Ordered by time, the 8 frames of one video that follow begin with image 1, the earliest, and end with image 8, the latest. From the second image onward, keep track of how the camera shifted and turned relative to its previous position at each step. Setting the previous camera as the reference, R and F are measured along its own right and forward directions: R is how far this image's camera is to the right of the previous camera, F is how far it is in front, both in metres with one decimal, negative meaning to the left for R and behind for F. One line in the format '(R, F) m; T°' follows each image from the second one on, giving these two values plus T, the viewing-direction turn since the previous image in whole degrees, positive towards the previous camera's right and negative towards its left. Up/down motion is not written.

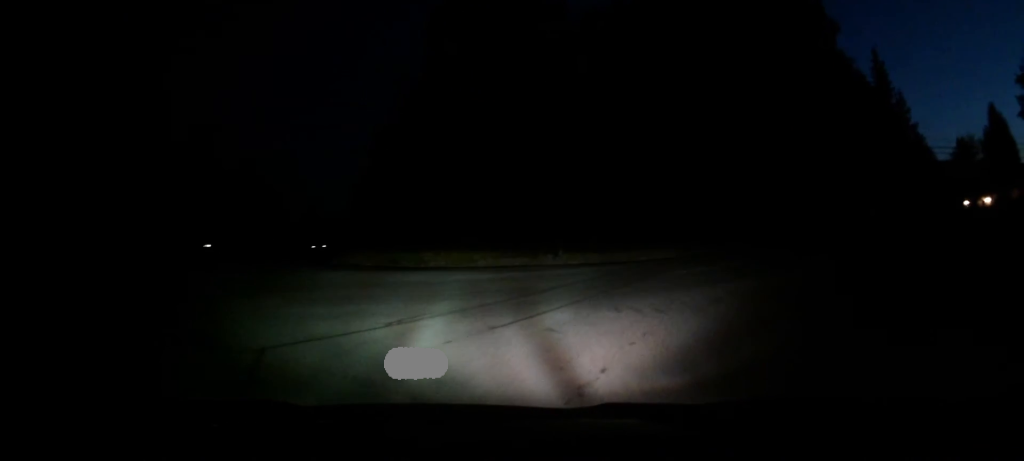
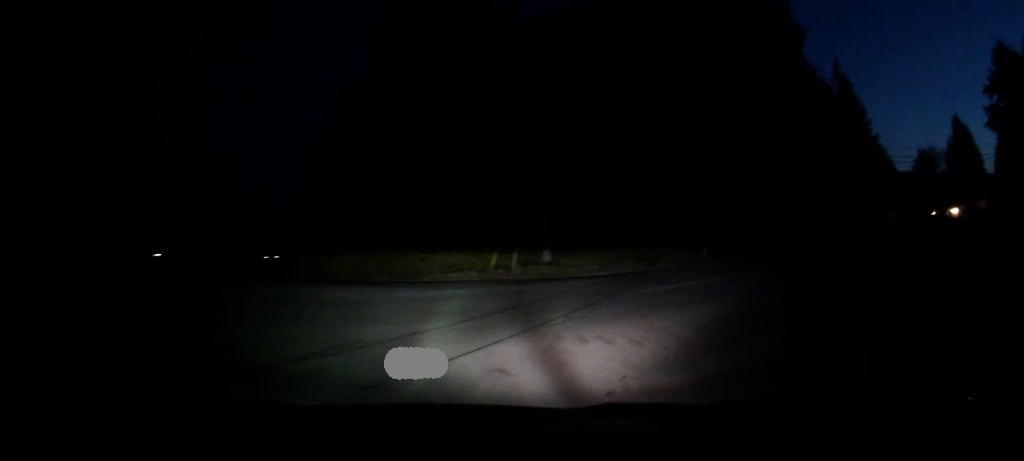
(+0.2, +2.4) m; +4°
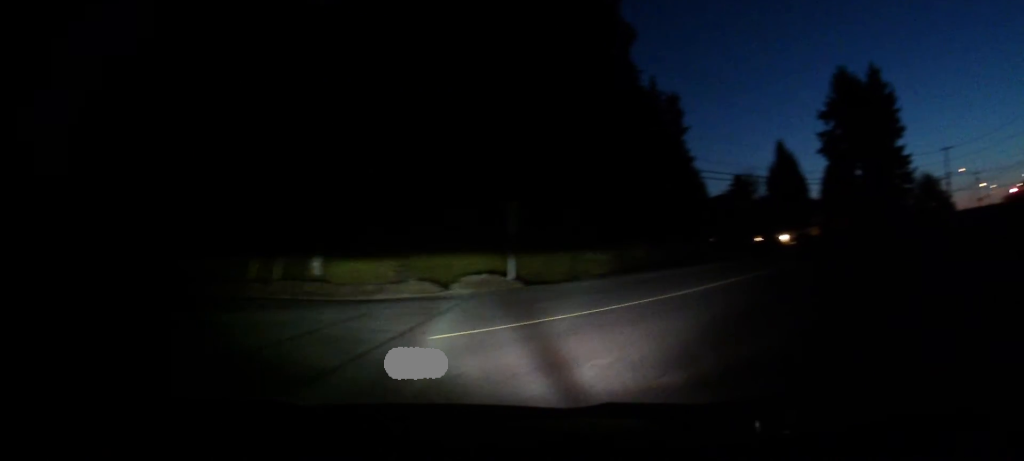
(+0.7, +5.3) m; +14°
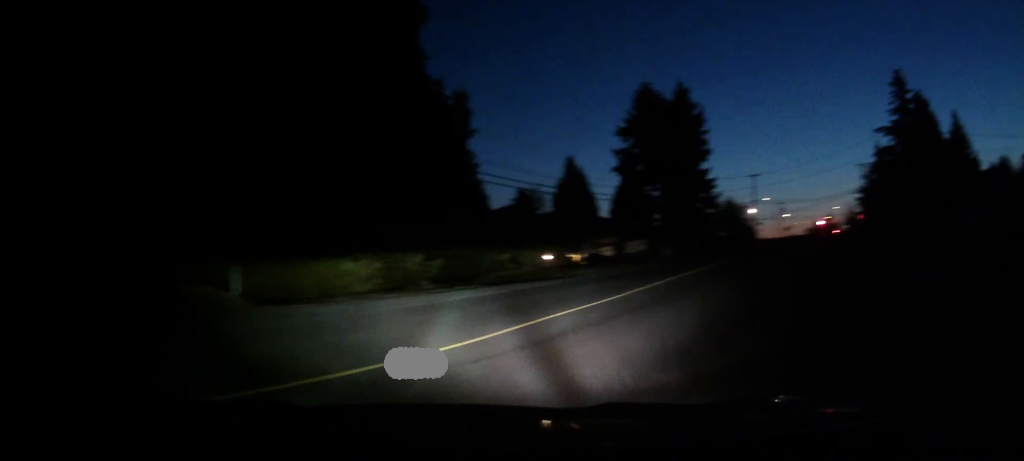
(+0.3, +3.8) m; +17°
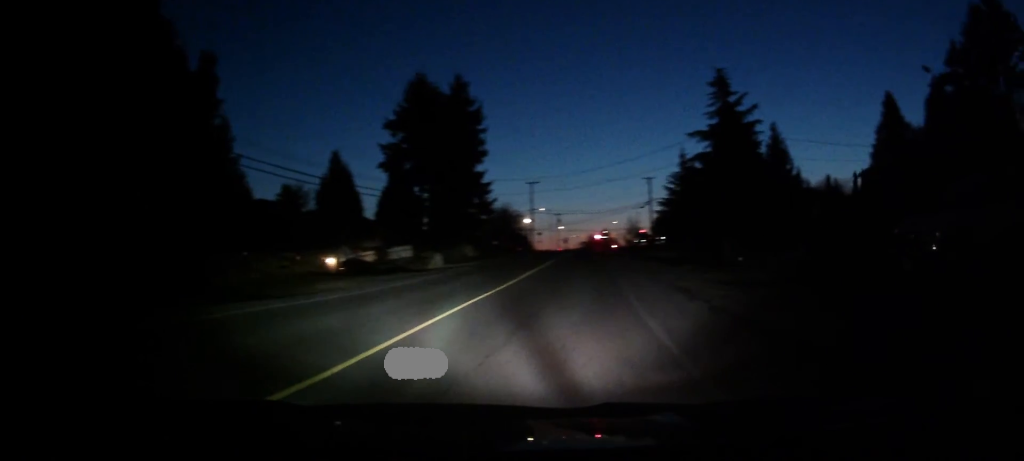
(+1.3, +5.6) m; +19°
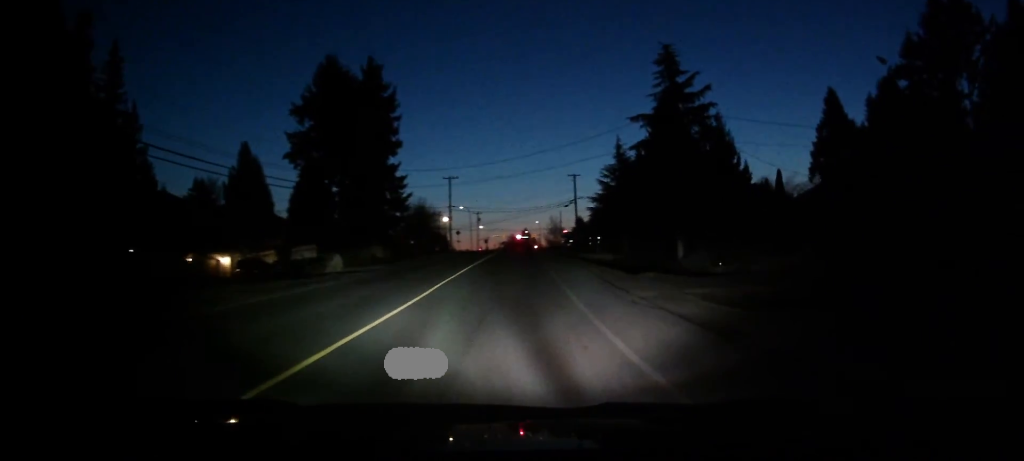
(+0.3, +5.1) m; +9°
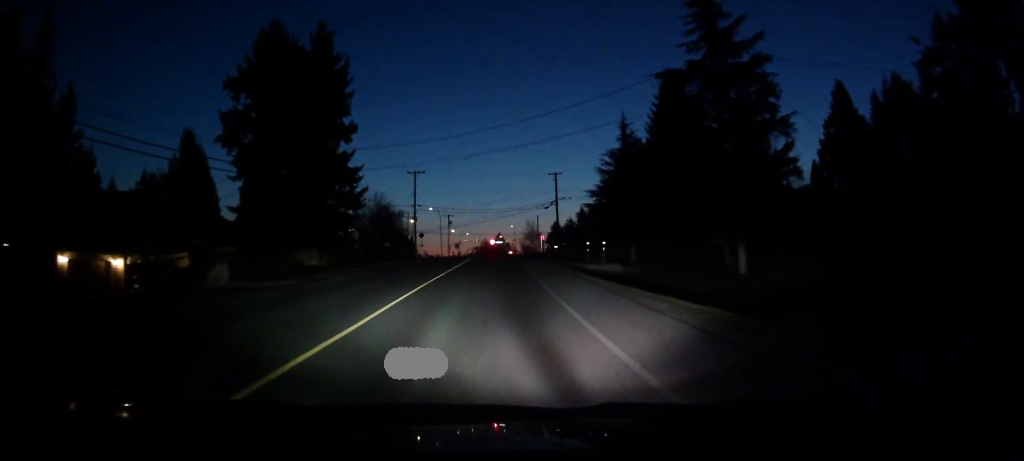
(+1.4, +9.9) m; +11°
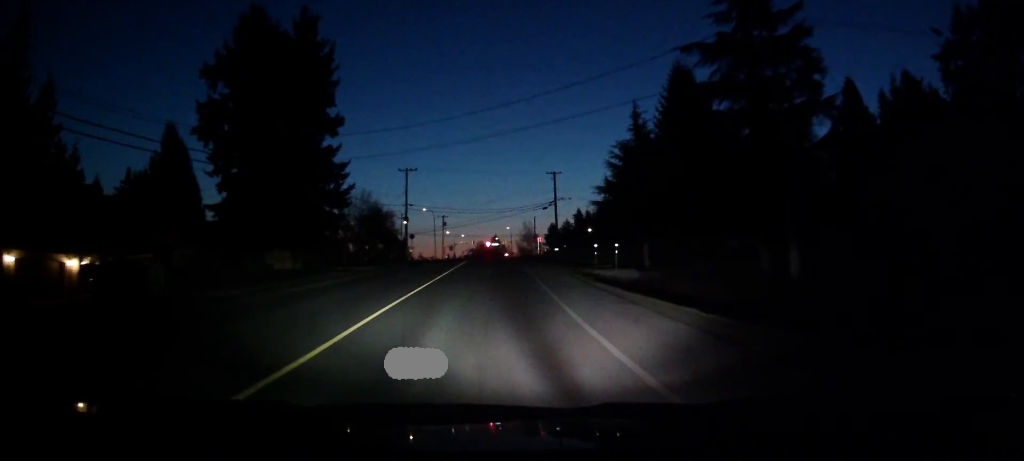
(+0.1, +3.7) m; +2°
